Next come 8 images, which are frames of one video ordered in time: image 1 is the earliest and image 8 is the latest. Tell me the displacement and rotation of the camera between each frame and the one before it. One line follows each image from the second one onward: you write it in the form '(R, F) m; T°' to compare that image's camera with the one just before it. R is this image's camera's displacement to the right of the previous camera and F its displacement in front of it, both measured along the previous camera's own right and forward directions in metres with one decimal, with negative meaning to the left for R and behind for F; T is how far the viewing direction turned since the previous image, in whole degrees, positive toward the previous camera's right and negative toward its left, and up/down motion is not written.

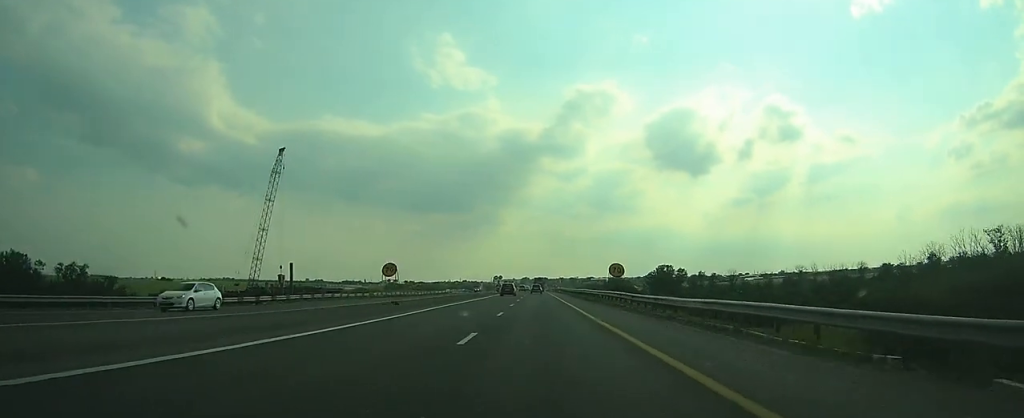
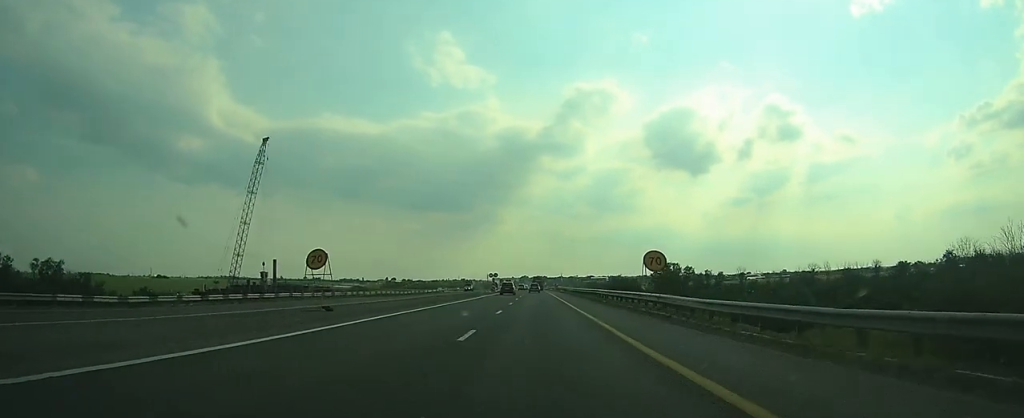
(0.0, +11.4) m; 0°
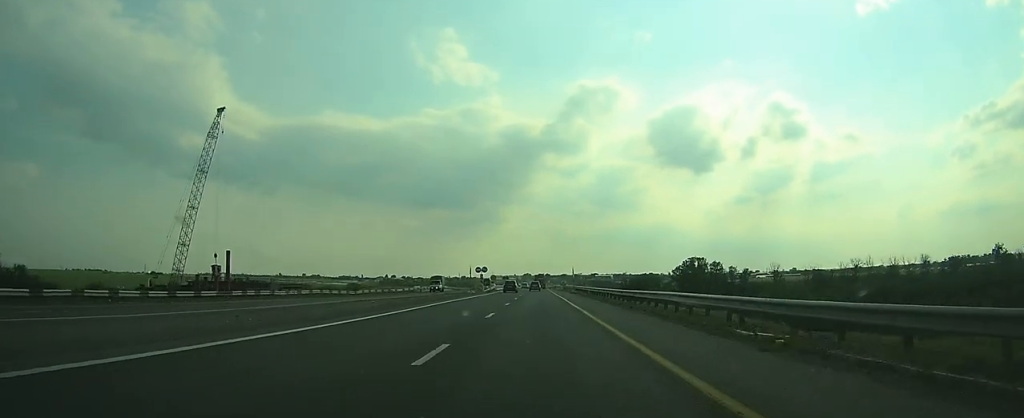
(-0.1, +28.5) m; 0°
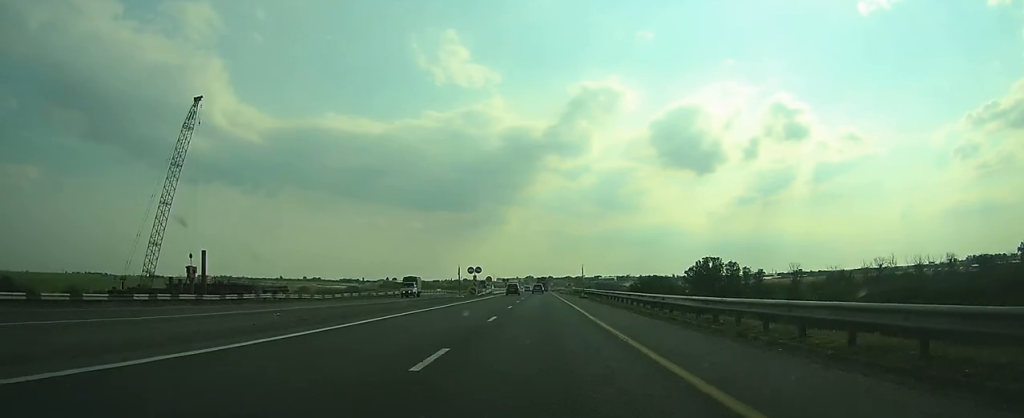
(0.0, +12.6) m; 0°
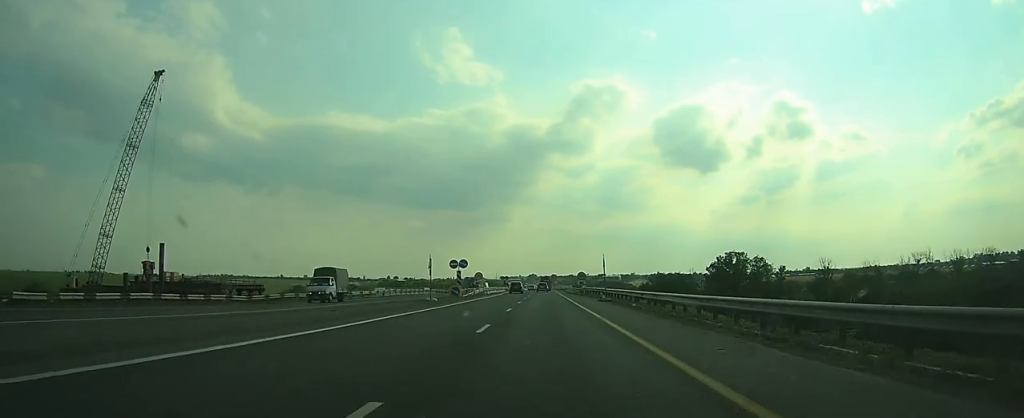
(0.0, +18.0) m; 0°
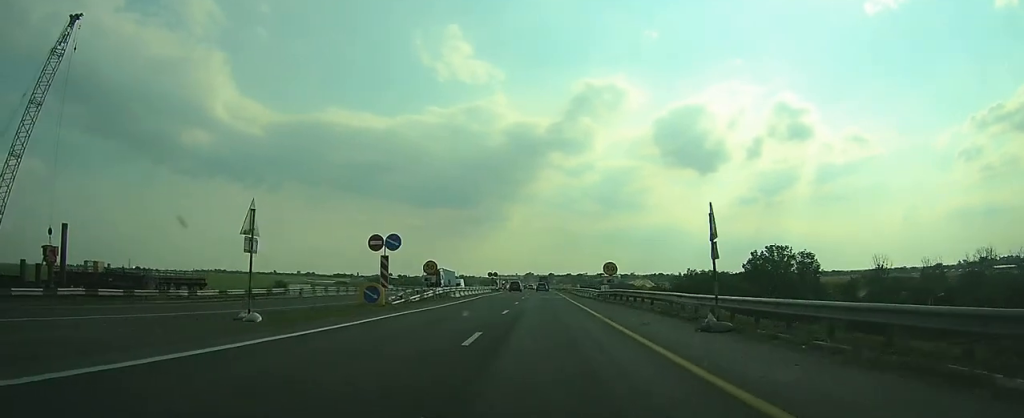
(-0.2, +28.7) m; -1°
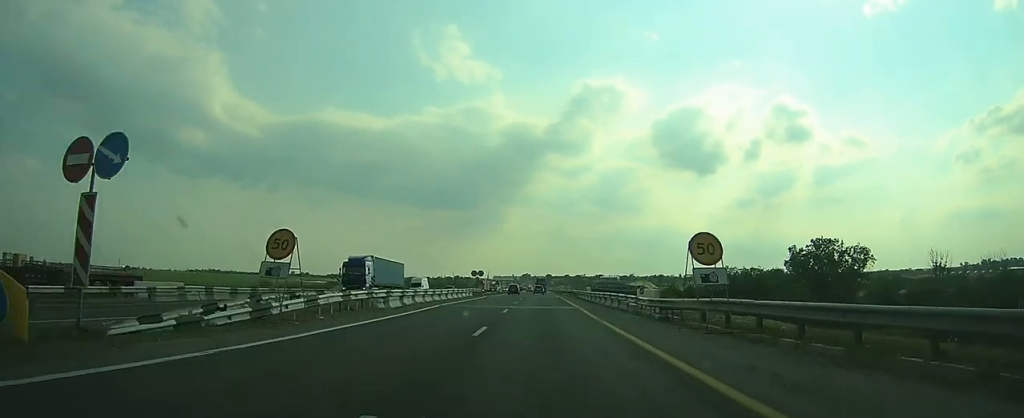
(0.0, +22.4) m; 0°
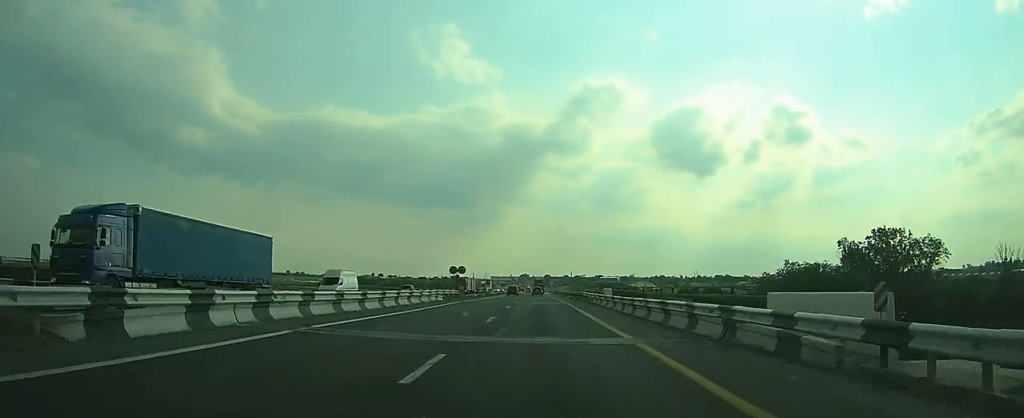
(+0.1, +19.6) m; +1°
